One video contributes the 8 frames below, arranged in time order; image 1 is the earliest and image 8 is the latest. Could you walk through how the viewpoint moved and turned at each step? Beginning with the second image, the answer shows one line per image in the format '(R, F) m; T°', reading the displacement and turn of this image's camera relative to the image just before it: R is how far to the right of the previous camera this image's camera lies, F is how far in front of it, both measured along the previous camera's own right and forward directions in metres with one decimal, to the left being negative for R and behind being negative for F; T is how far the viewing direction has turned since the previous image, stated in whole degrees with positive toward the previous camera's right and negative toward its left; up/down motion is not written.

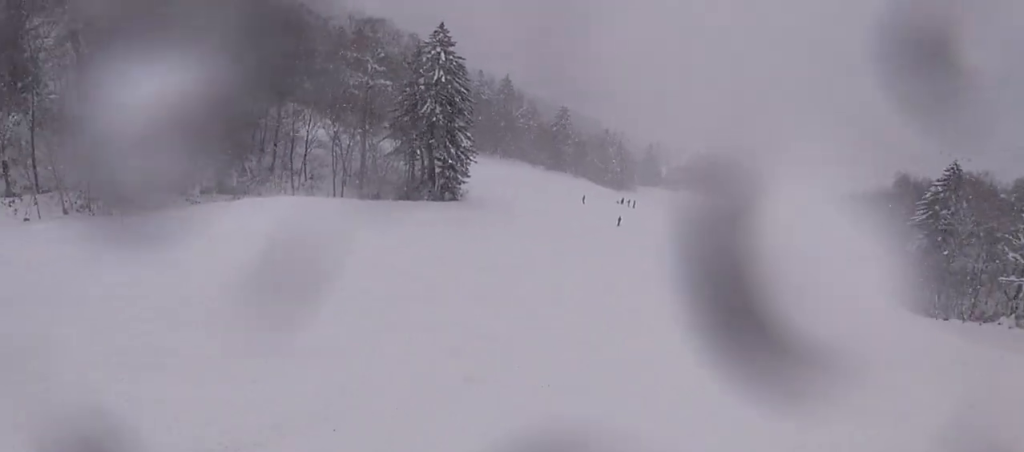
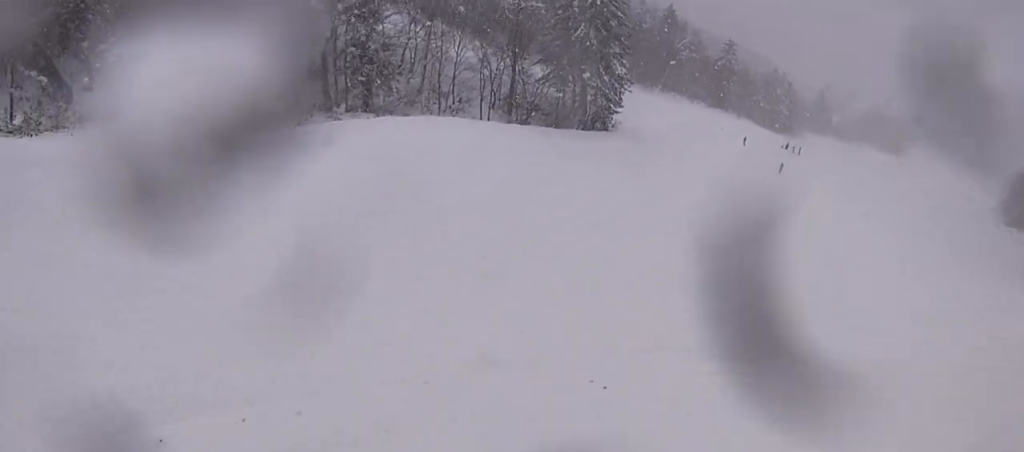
(0.0, +1.6) m; -22°
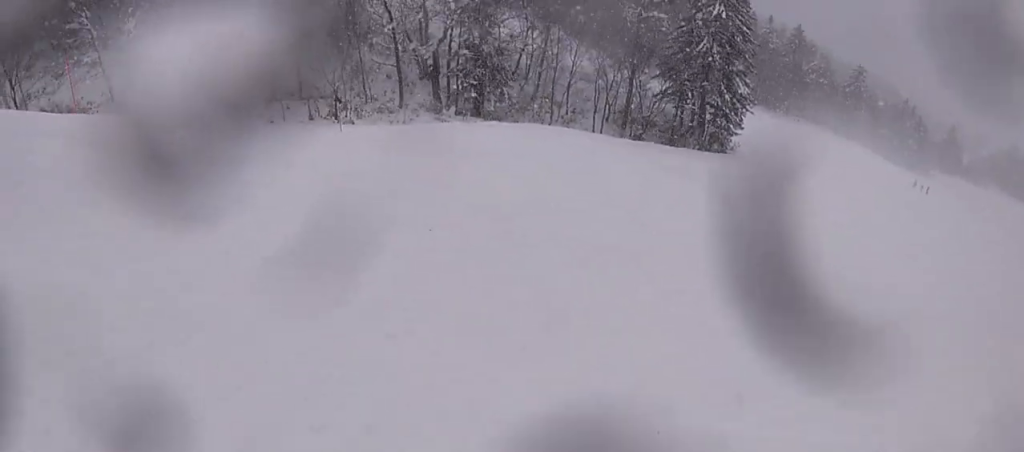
(-0.1, +1.3) m; -19°
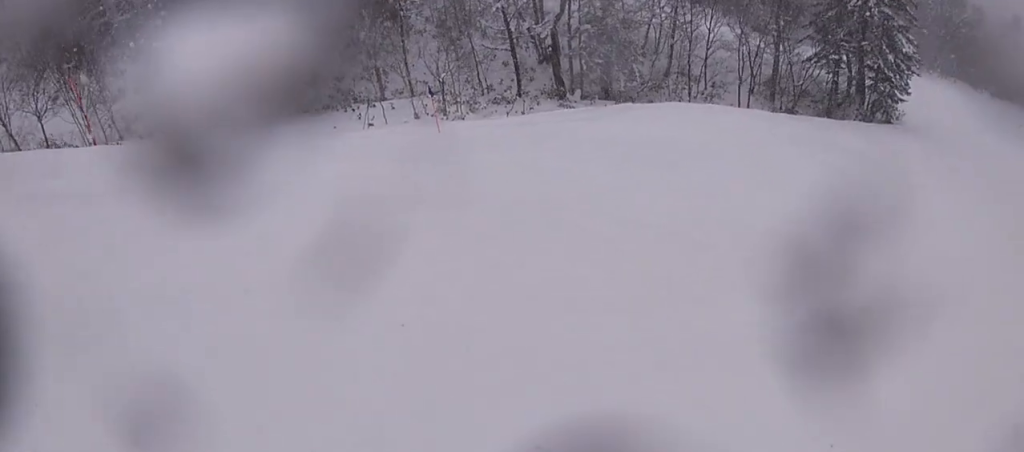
(-2.8, +5.9) m; -3°
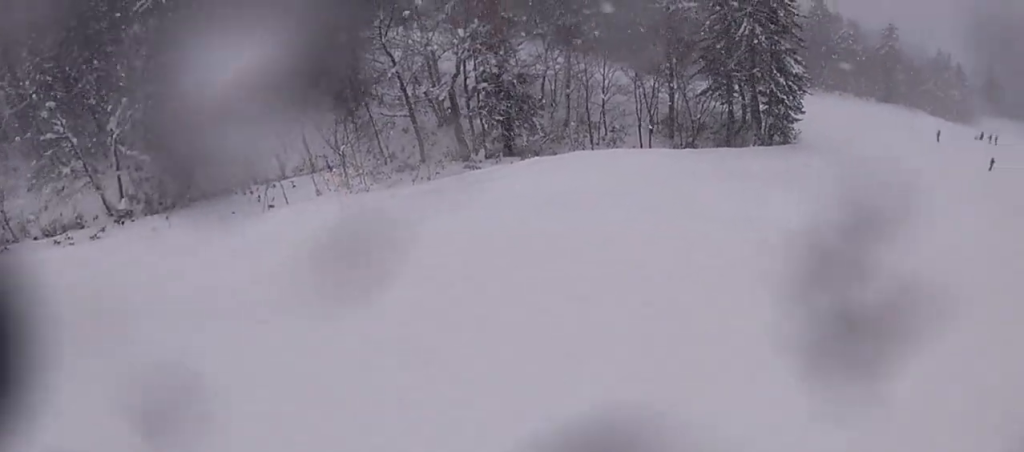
(+0.7, +1.6) m; +16°
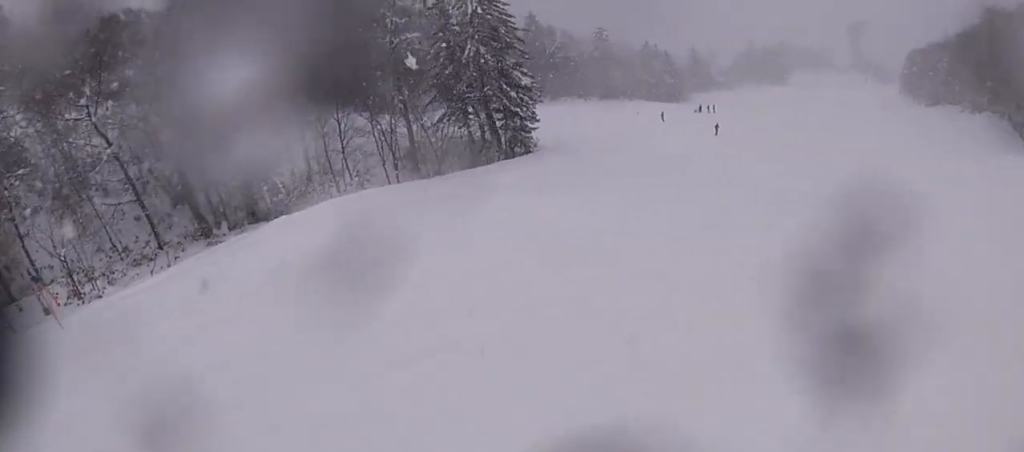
(+0.4, +1.9) m; +17°
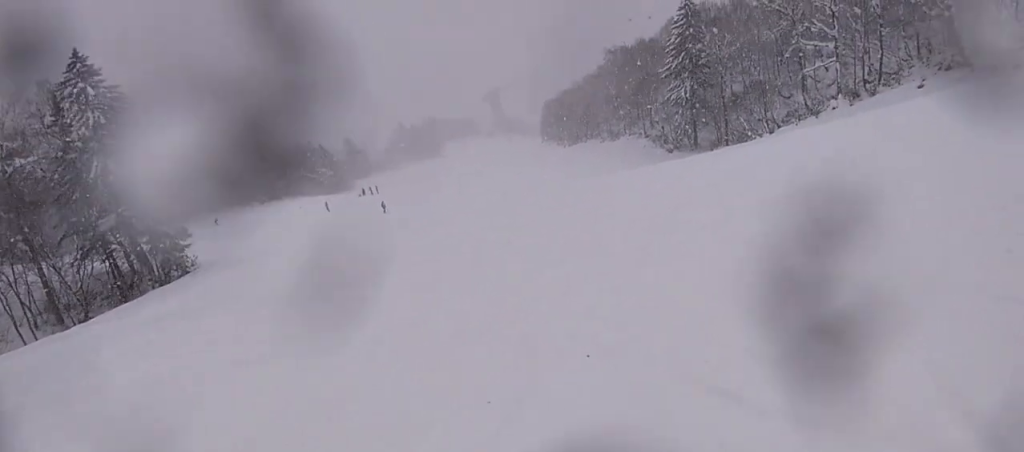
(+0.4, +3.7) m; +33°
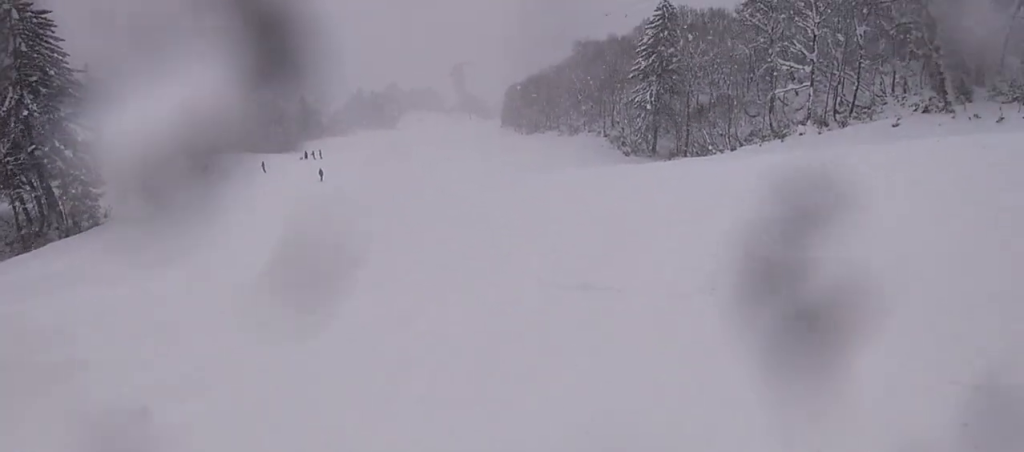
(+1.1, +2.8) m; +23°
